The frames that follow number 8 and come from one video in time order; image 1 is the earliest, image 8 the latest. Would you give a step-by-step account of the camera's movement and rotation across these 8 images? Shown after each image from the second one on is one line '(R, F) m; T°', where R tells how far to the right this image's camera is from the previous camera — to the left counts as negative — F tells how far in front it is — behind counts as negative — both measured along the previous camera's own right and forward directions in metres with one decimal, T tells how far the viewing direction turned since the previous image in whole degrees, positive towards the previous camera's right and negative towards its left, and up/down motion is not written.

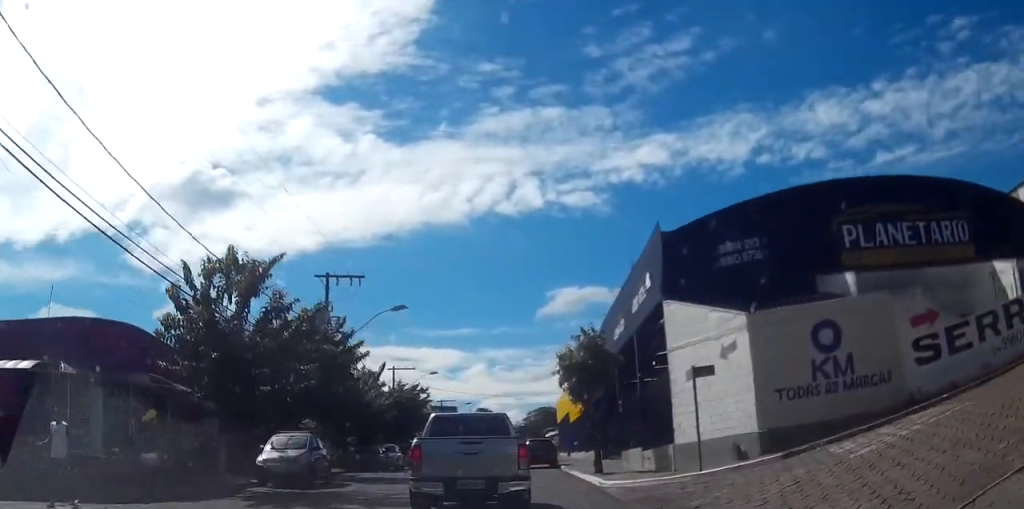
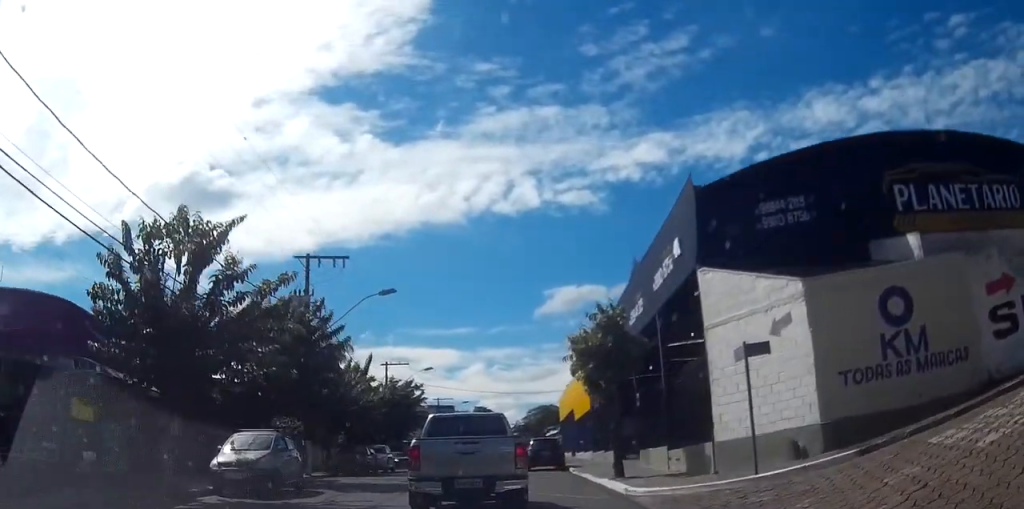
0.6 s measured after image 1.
(+0.1, +3.7) m; +3°
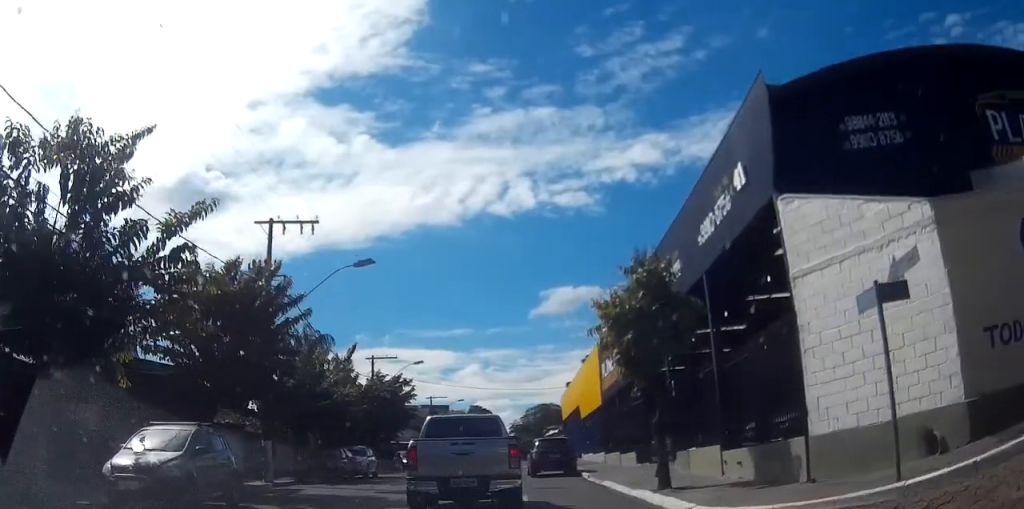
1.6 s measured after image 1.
(+0.2, +5.5) m; +3°
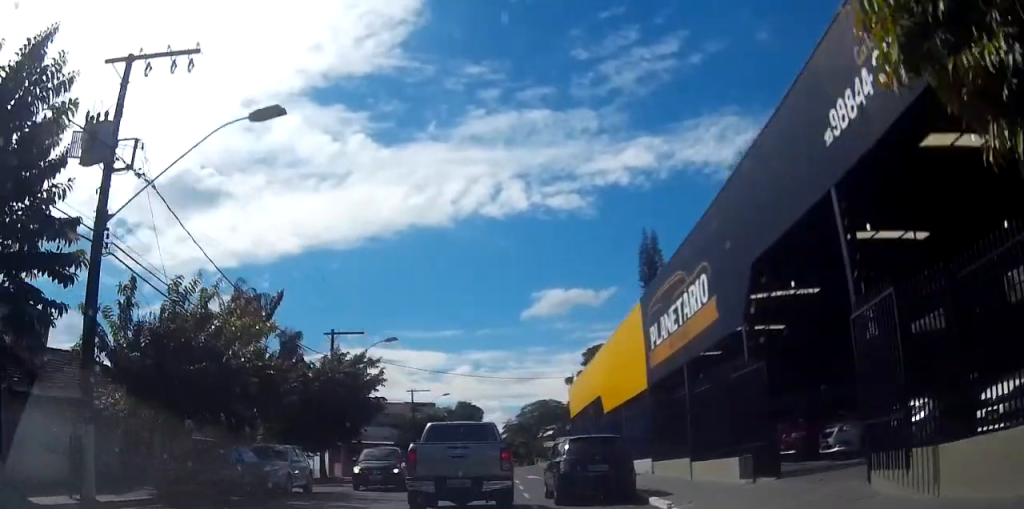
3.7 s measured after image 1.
(+0.4, +12.4) m; +2°
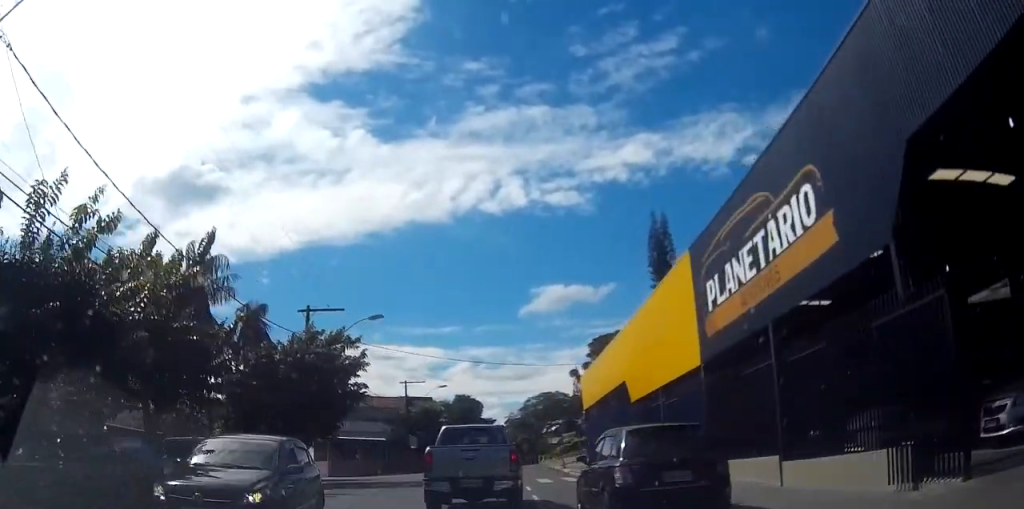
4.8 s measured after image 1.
(0.0, +6.5) m; -1°
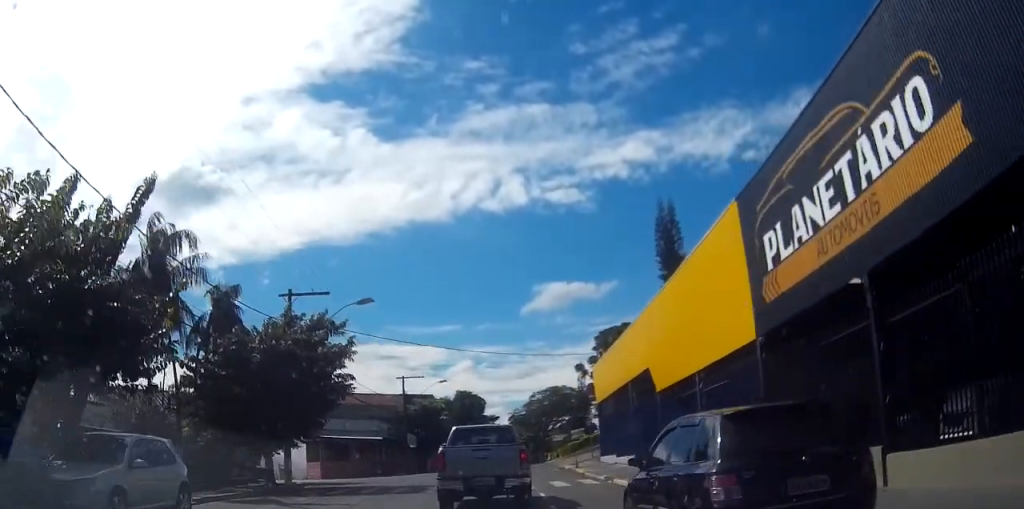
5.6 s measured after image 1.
(0.0, +4.0) m; +1°
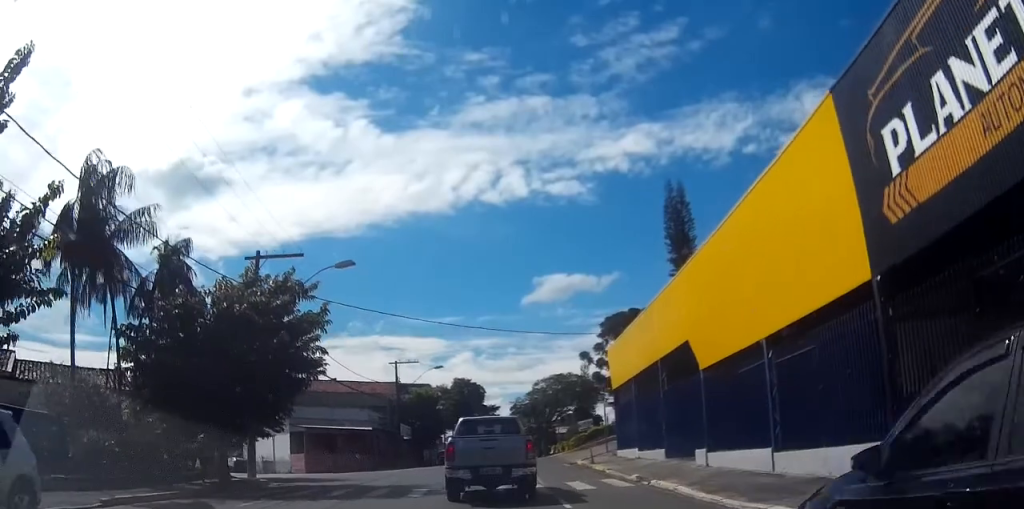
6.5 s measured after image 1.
(+0.1, +5.1) m; +1°
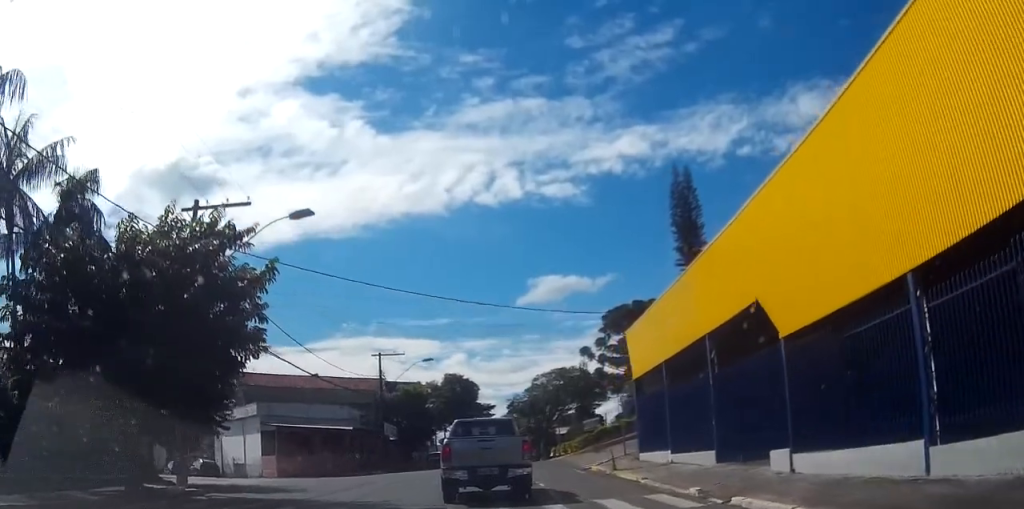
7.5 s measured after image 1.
(+0.1, +6.1) m; +2°
